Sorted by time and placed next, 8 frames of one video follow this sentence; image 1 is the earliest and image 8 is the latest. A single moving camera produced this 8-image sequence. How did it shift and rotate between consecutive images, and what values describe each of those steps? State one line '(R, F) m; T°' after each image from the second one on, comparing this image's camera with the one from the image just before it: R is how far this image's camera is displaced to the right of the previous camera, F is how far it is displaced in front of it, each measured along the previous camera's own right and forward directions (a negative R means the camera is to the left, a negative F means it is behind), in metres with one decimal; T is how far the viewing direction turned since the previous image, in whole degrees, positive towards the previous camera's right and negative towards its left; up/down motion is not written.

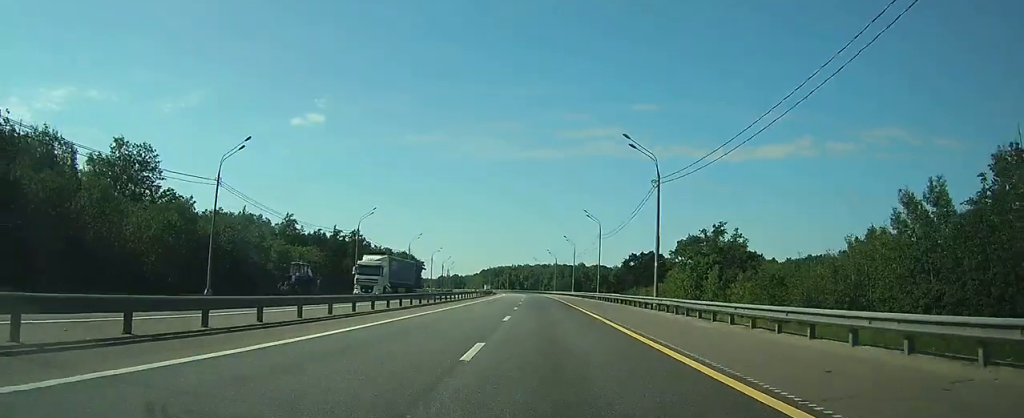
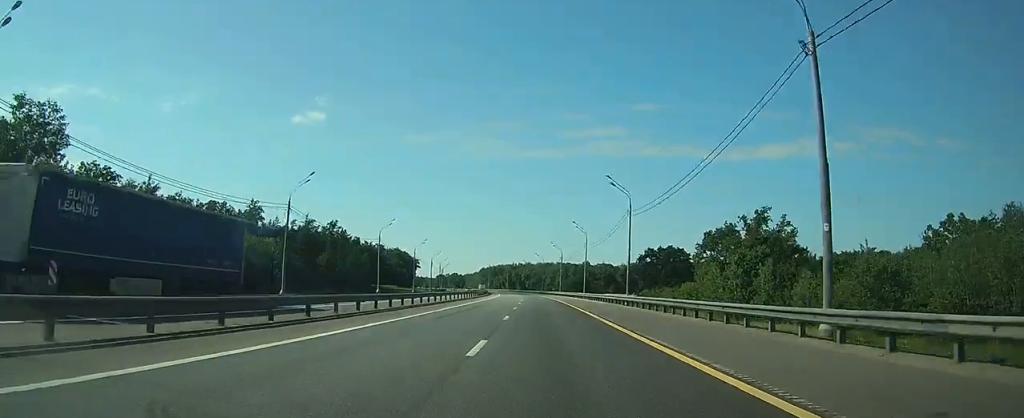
(0.0, +23.4) m; 0°
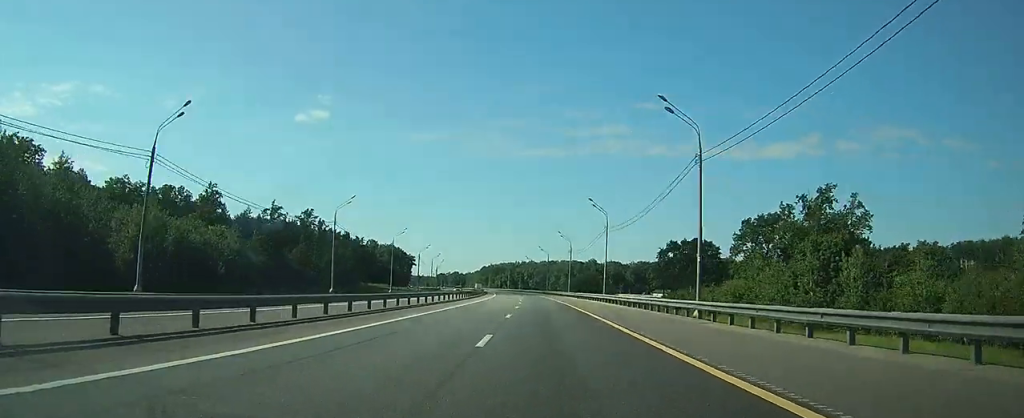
(0.0, +22.5) m; 0°
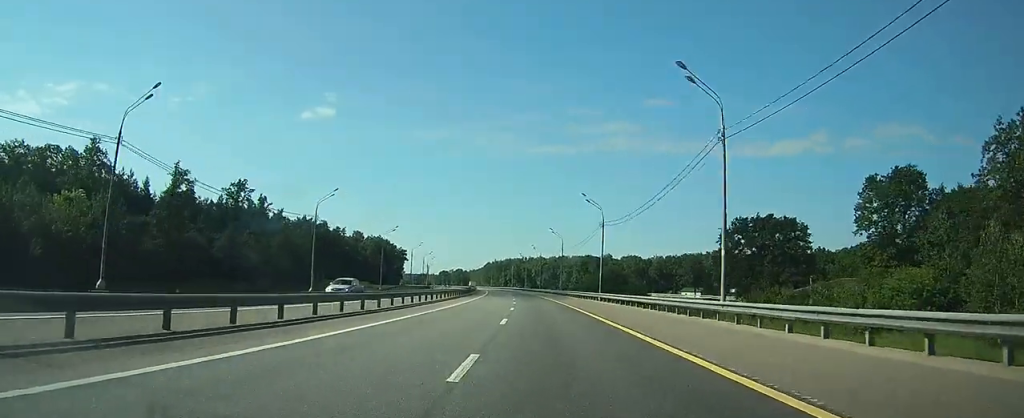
(+0.1, +41.0) m; 0°
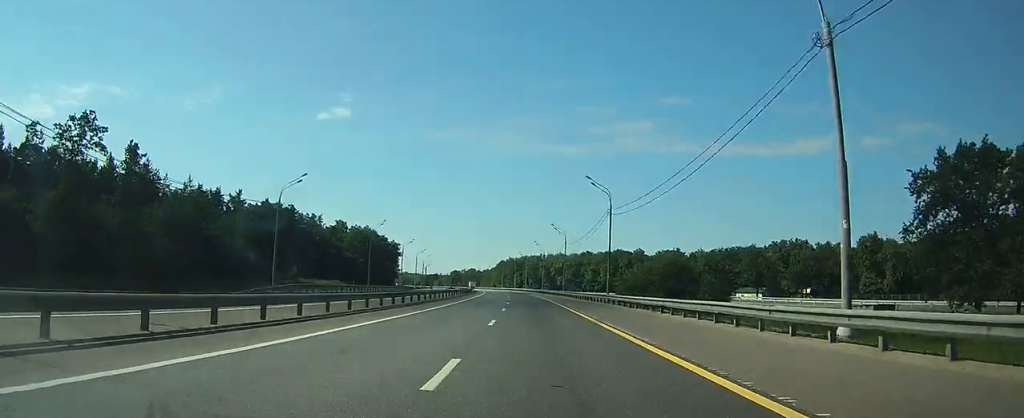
(-0.4, +49.3) m; -1°
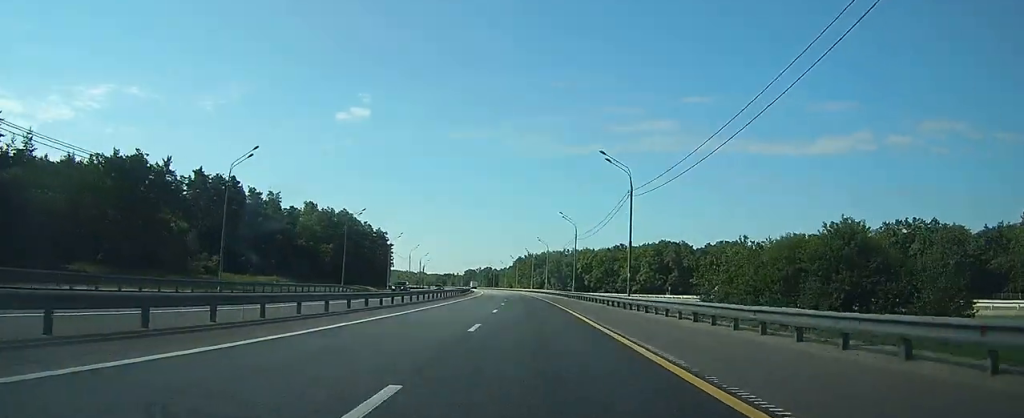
(-0.8, +51.4) m; -2°
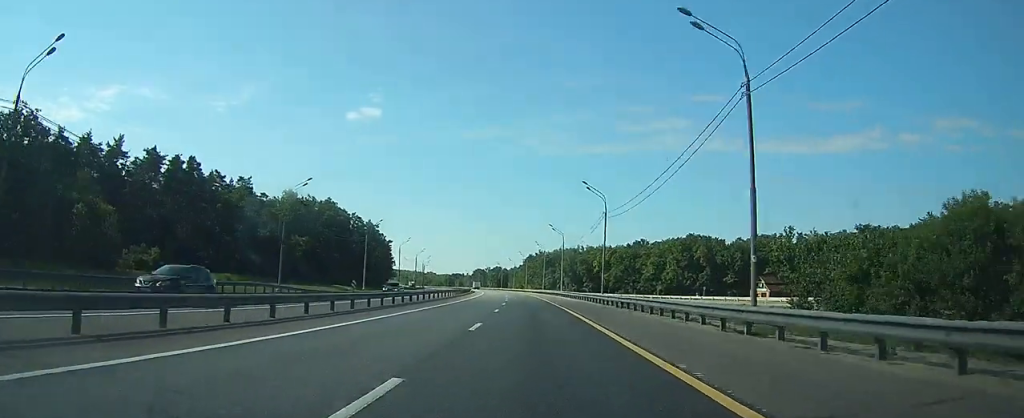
(-0.5, +23.7) m; -1°
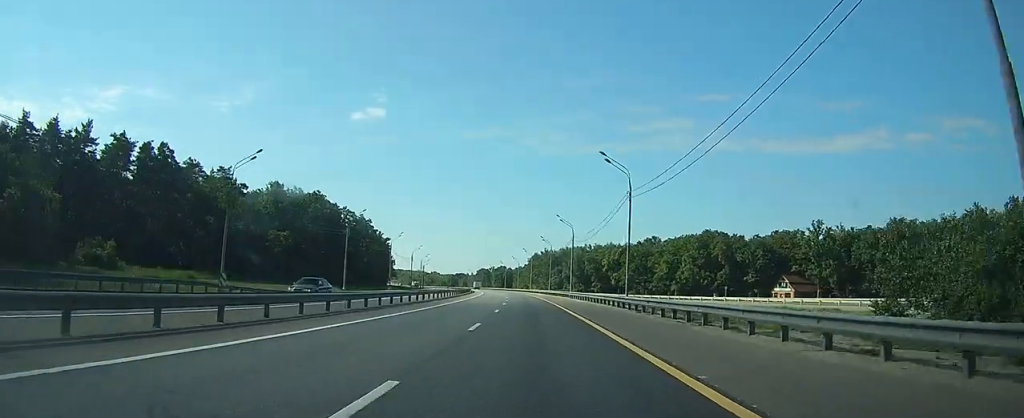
(-0.1, +12.3) m; -1°
